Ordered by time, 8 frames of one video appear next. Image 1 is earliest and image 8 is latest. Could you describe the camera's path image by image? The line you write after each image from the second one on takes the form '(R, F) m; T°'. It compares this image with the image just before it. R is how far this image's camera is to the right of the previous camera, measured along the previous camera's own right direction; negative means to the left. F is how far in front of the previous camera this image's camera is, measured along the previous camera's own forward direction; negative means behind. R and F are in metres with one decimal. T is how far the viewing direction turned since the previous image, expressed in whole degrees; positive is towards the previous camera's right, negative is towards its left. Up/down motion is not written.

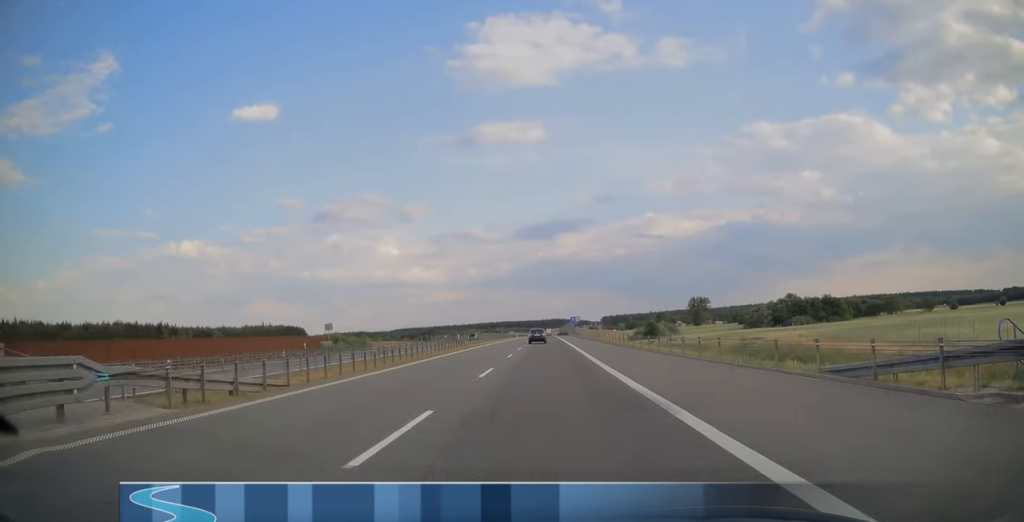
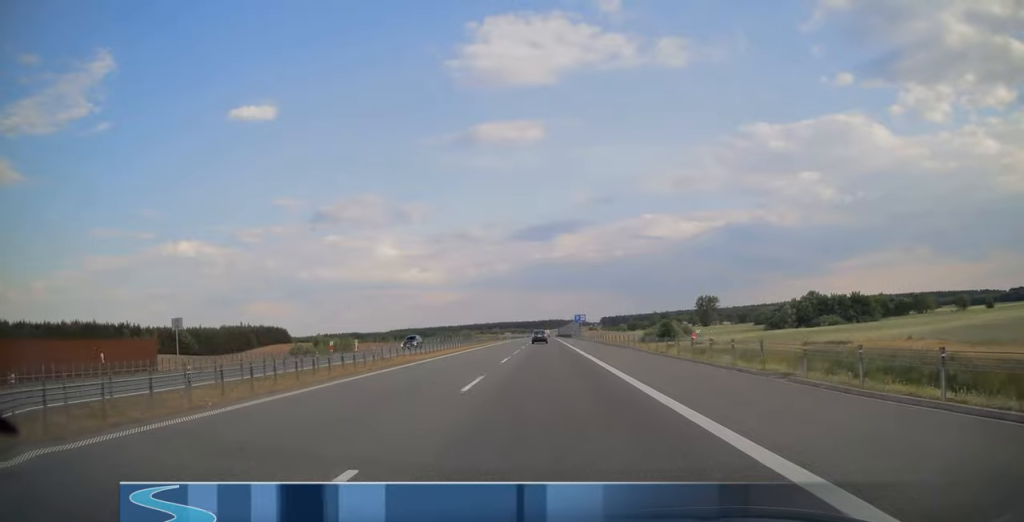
(0.0, +28.3) m; 0°
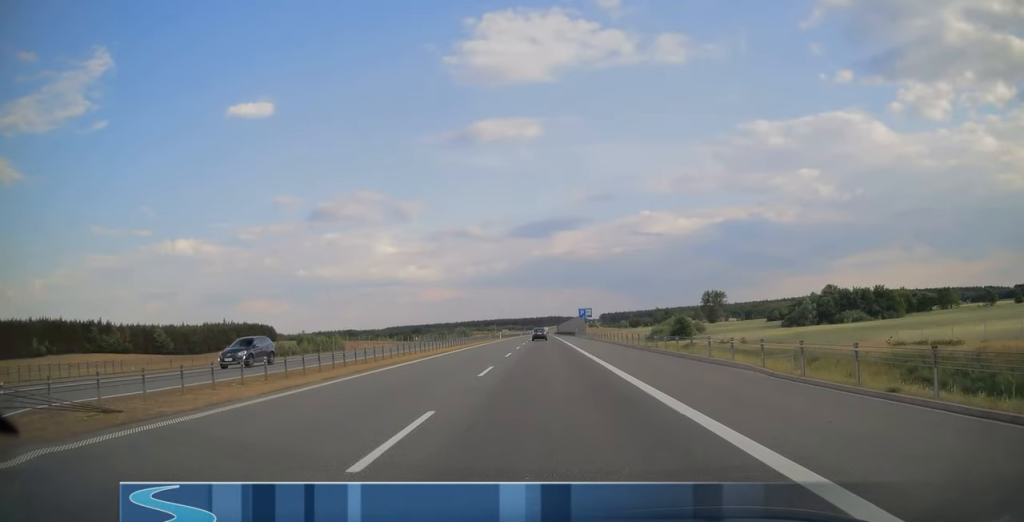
(0.0, +20.2) m; 0°
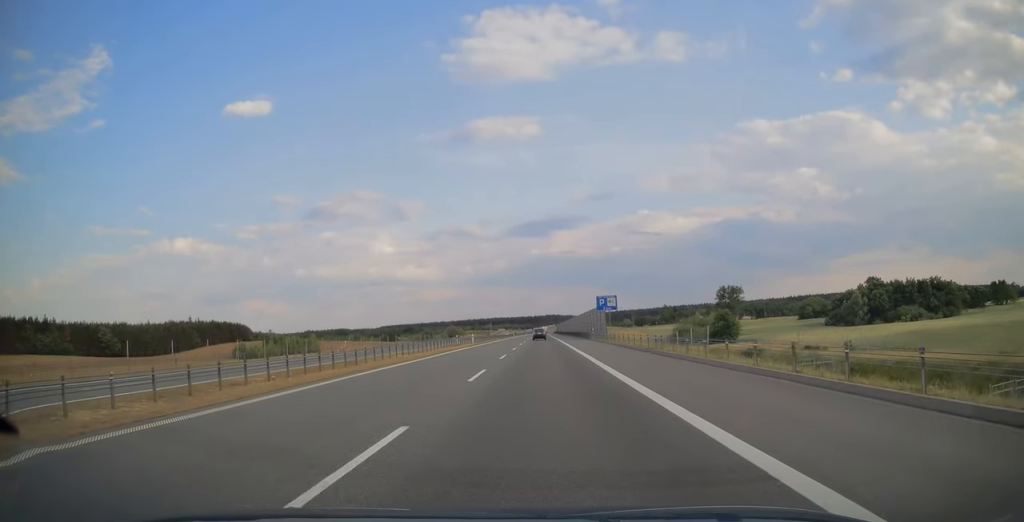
(0.0, +37.6) m; 0°
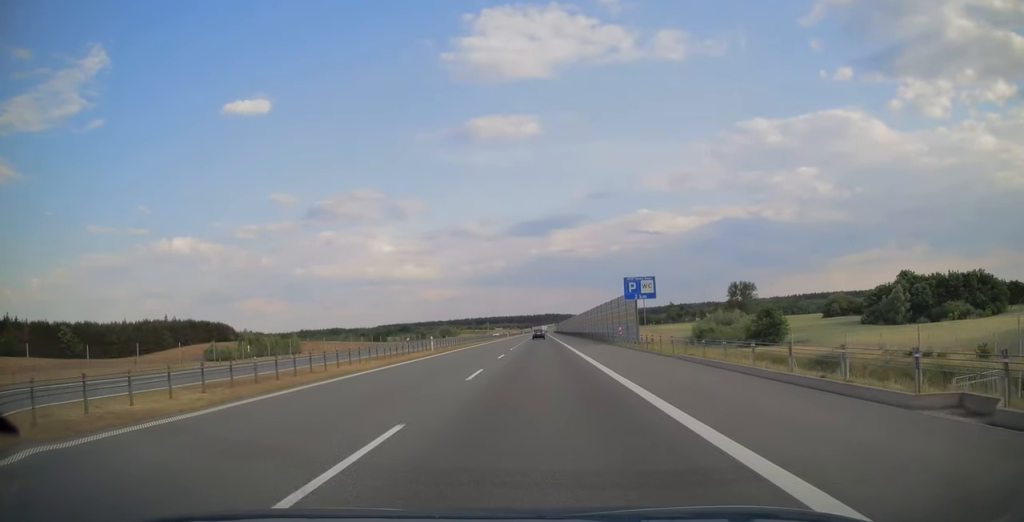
(0.0, +23.4) m; 0°
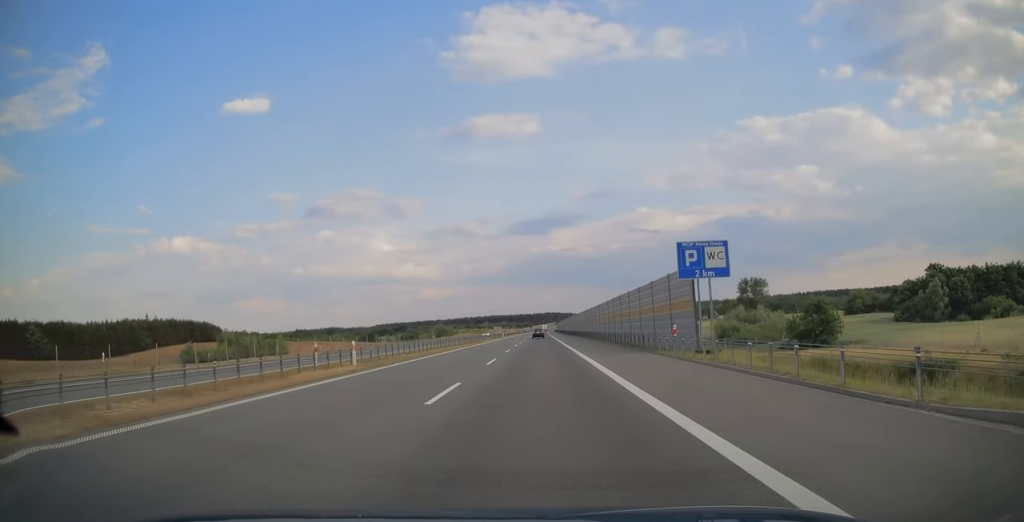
(0.0, +17.4) m; 0°
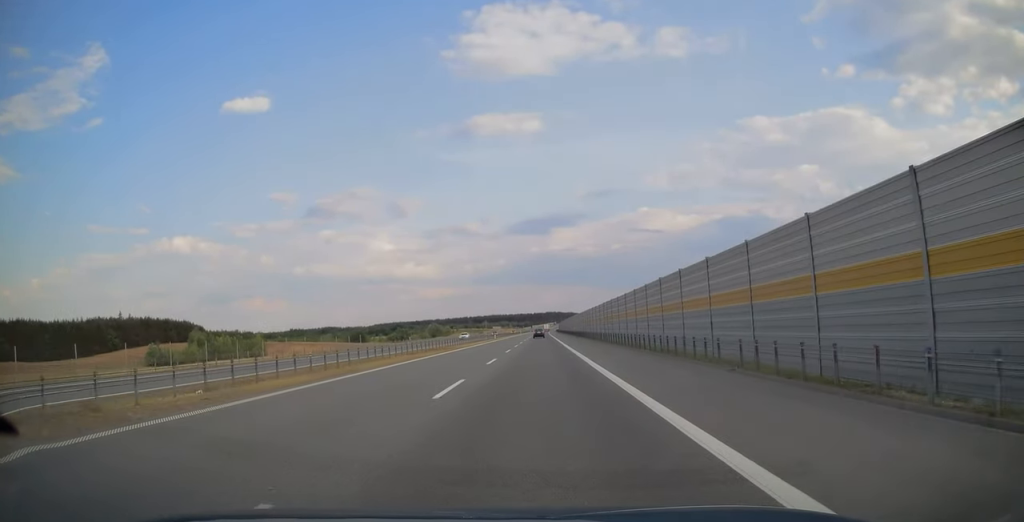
(0.0, +22.9) m; 0°
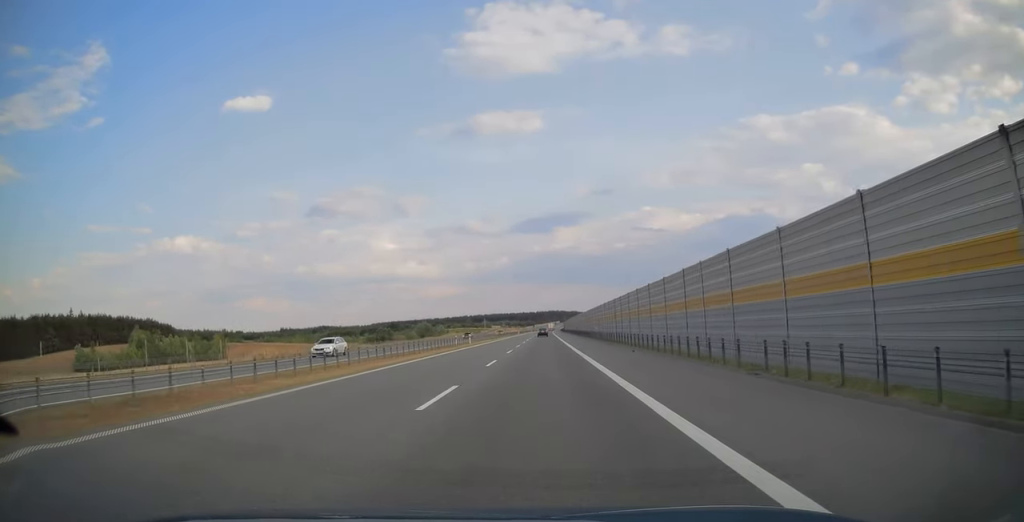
(0.0, +37.6) m; 0°
